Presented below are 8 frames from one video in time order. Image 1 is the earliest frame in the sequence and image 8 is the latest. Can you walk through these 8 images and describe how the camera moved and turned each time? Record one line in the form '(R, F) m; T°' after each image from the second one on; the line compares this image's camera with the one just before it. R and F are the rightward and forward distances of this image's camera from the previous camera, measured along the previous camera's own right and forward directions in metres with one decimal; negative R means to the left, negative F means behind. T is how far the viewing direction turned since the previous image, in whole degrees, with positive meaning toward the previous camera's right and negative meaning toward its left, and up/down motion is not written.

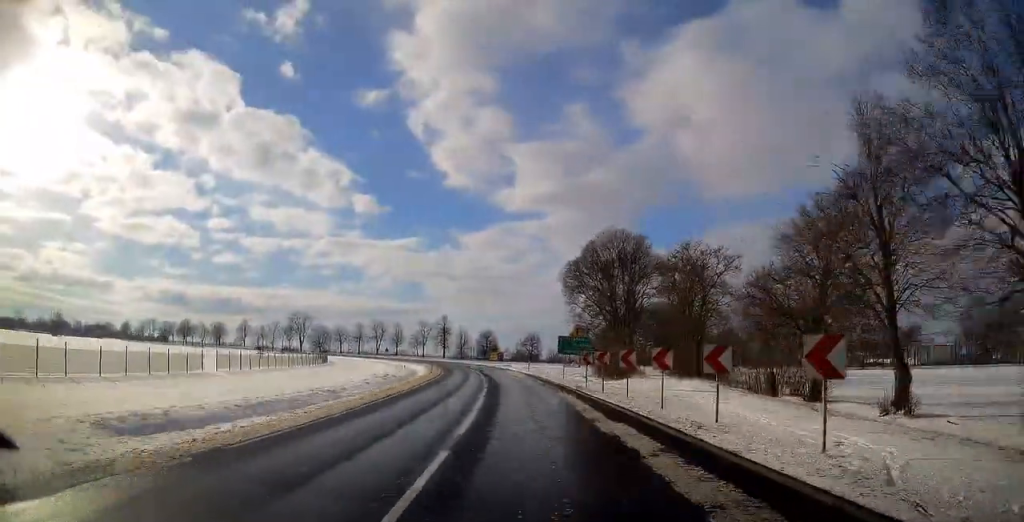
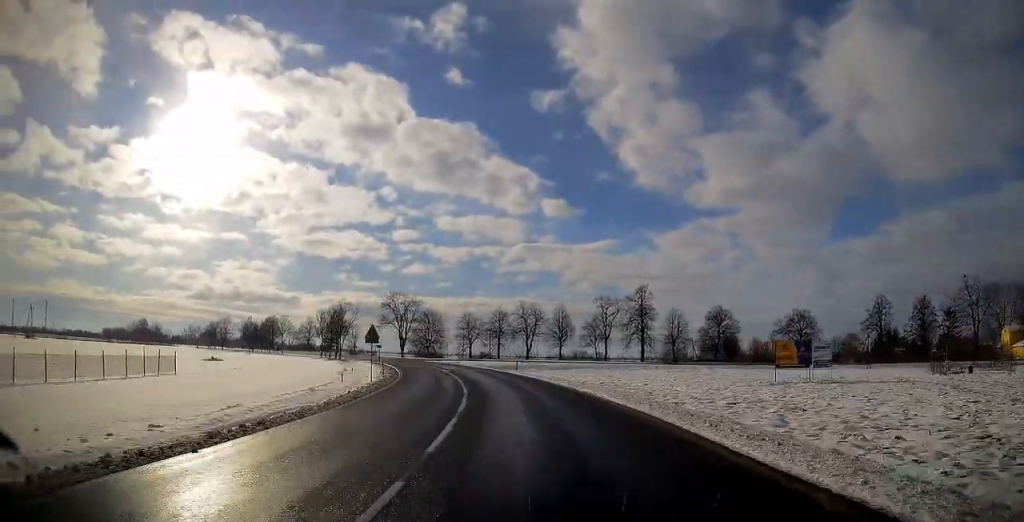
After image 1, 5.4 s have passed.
(-14.3, +110.0) m; -20°
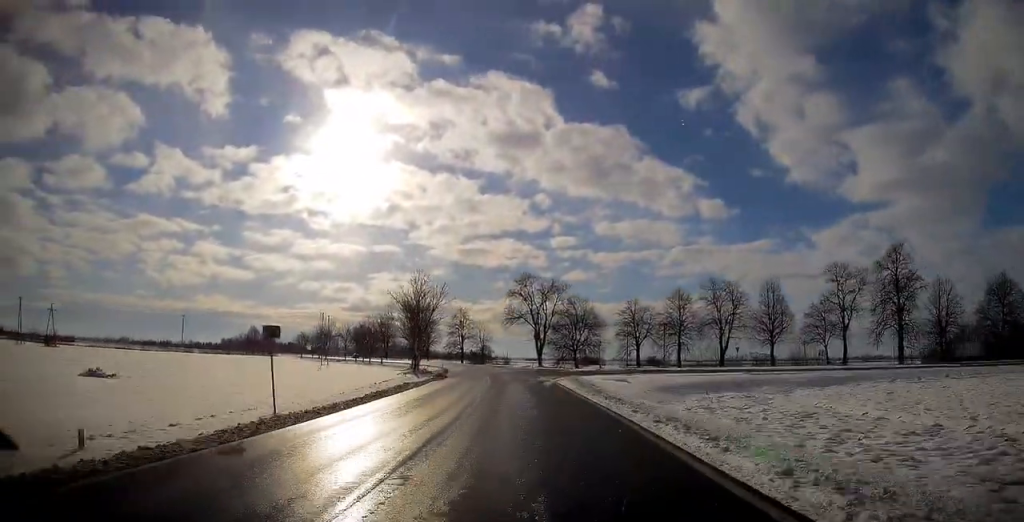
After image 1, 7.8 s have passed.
(-5.8, +50.1) m; -12°
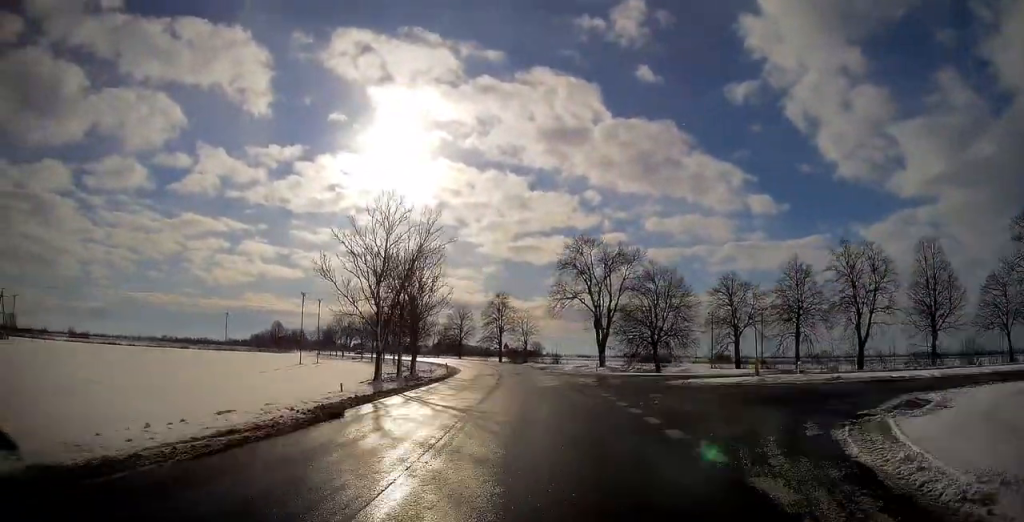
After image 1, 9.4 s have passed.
(-2.1, +33.3) m; -6°
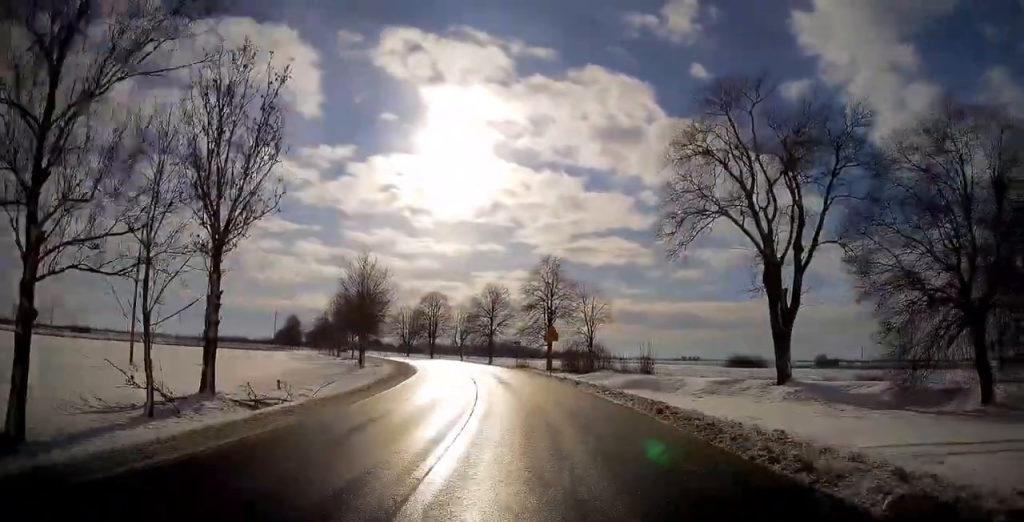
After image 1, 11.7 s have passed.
(-2.9, +48.8) m; -8°
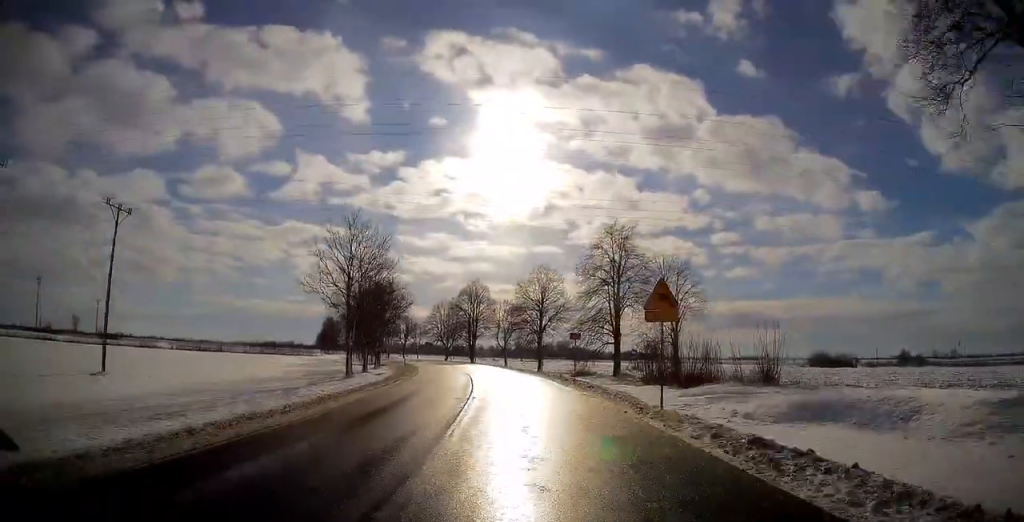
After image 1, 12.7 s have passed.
(-0.3, +21.0) m; -4°
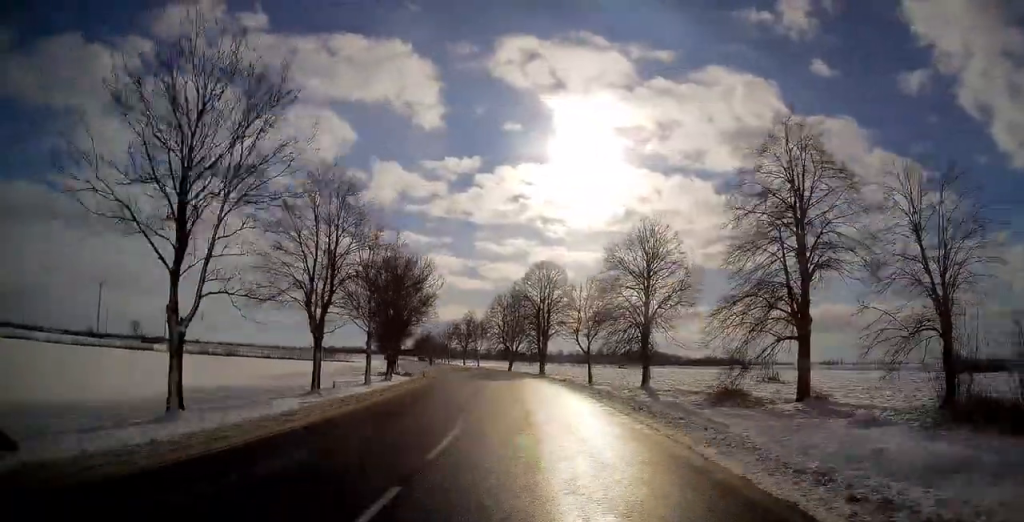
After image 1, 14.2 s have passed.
(-1.9, +30.9) m; -7°
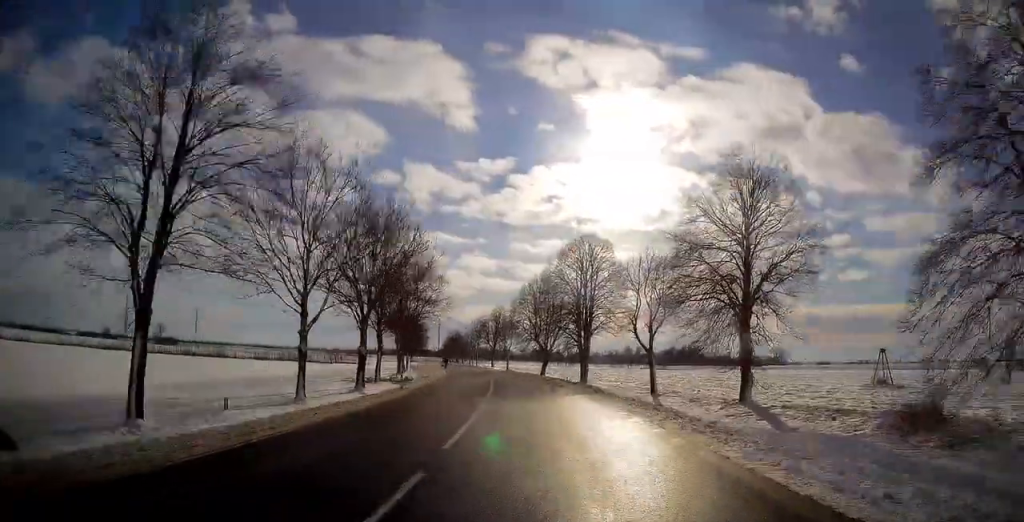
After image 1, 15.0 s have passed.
(-0.9, +17.7) m; -3°
